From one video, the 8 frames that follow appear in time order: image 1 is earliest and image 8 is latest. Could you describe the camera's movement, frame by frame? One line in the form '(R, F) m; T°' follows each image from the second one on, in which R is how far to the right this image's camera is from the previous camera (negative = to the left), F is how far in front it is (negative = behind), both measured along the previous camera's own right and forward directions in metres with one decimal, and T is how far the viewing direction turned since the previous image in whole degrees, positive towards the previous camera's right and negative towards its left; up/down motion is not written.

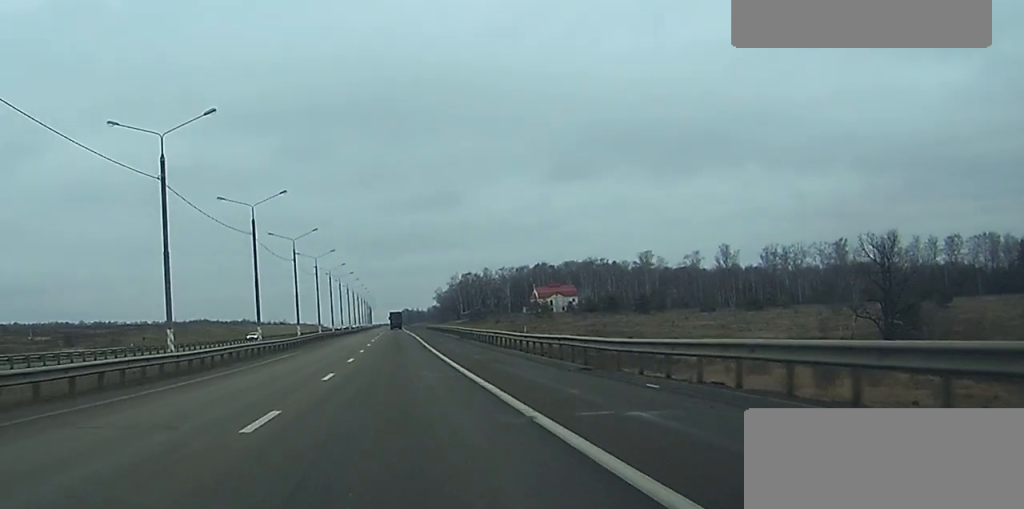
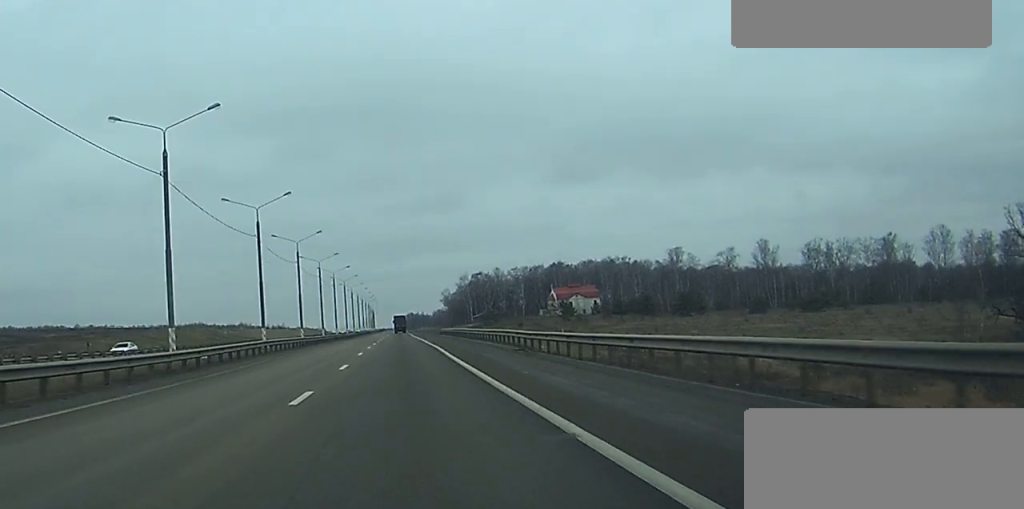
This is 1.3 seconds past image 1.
(0.0, +32.1) m; 0°
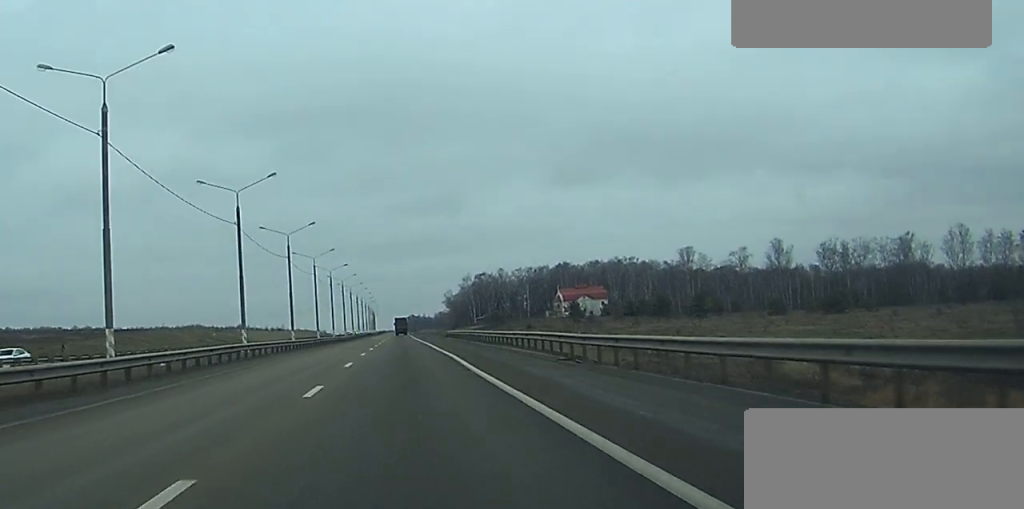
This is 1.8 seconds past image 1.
(0.0, +10.5) m; 0°
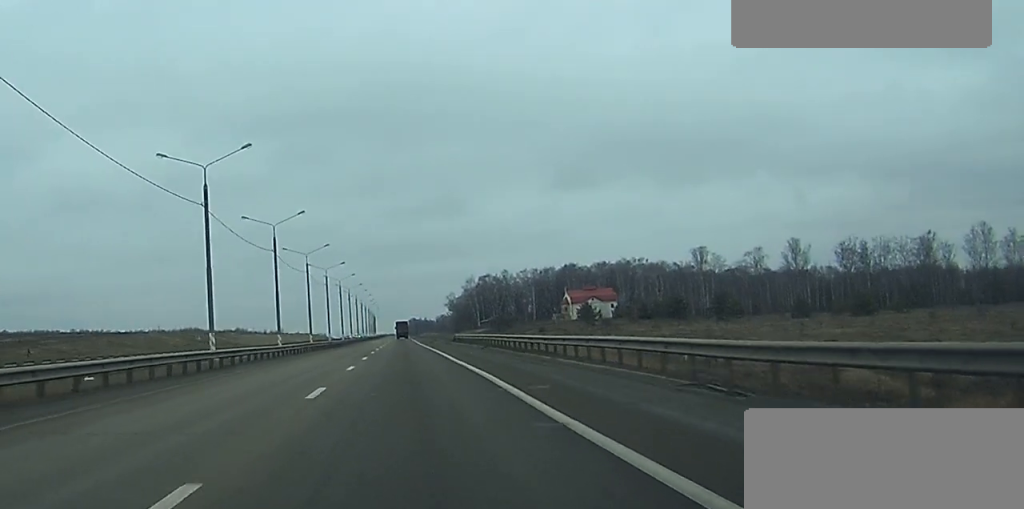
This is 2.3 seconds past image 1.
(0.0, +12.1) m; 0°
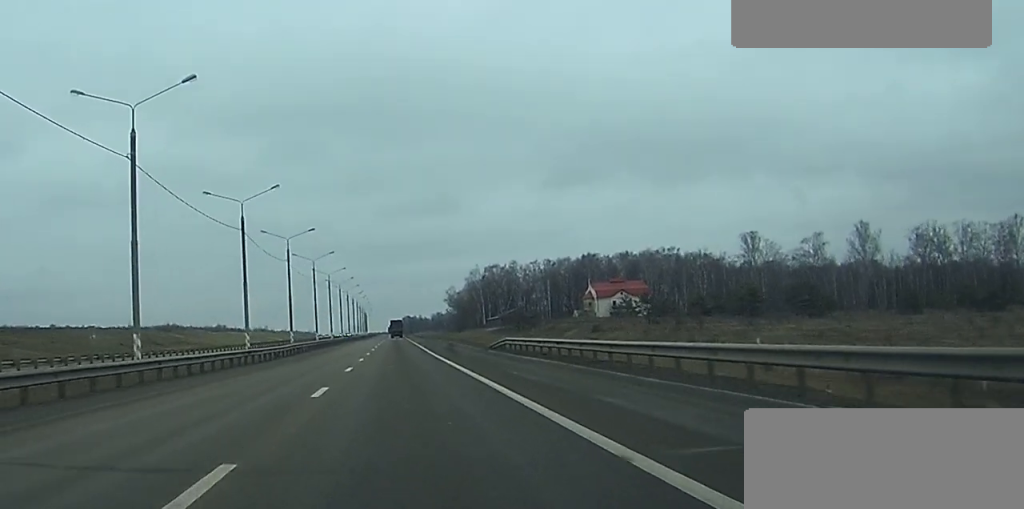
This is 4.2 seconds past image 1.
(-0.1, +46.3) m; 0°
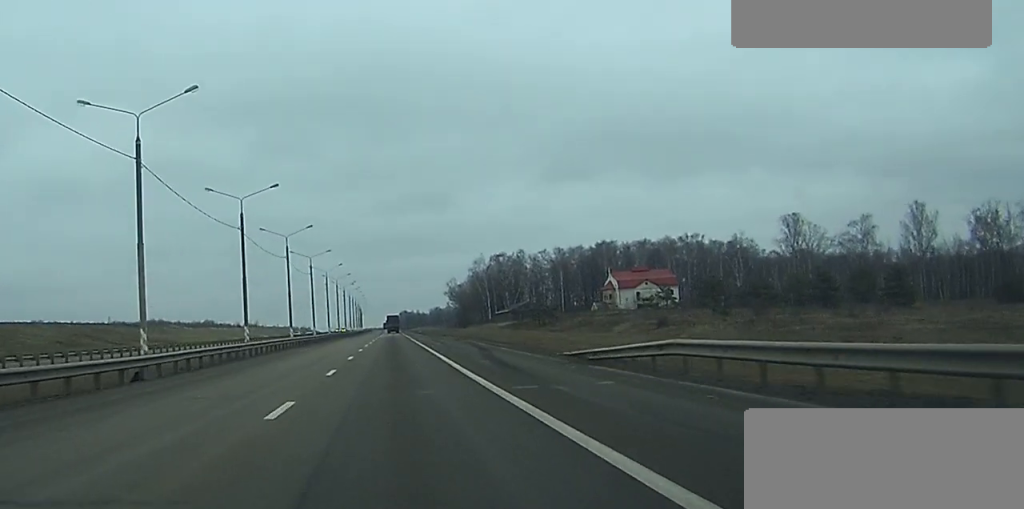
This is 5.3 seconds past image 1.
(0.0, +28.8) m; 0°
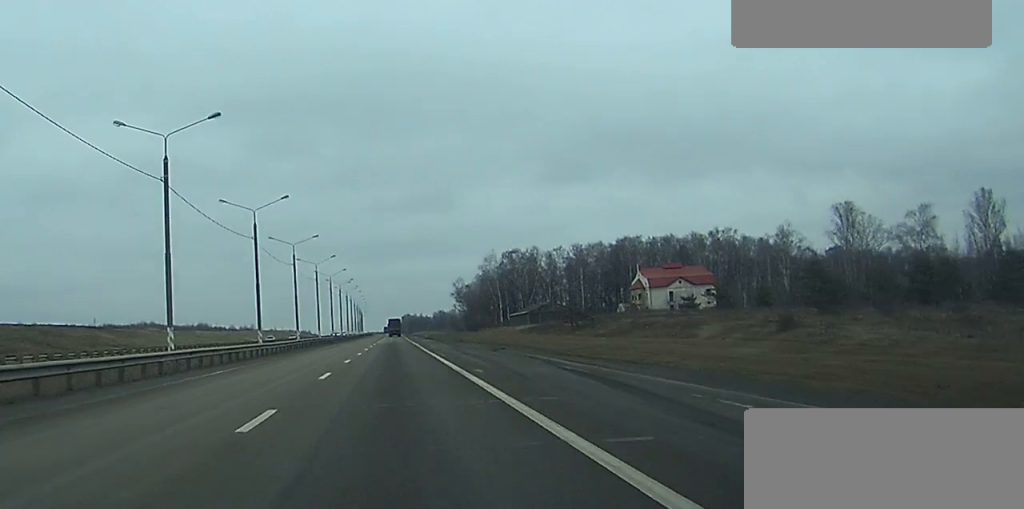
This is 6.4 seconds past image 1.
(+0.1, +25.8) m; 0°
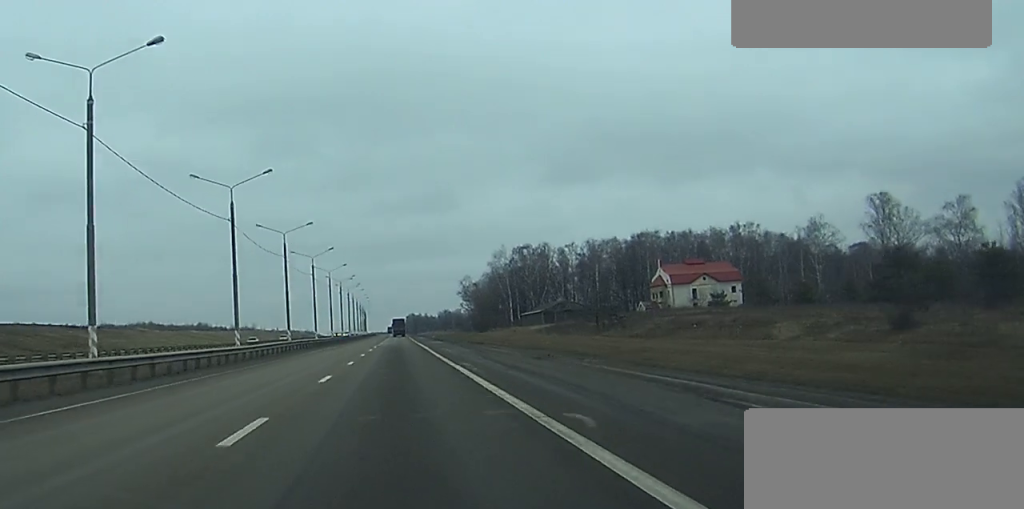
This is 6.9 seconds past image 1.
(0.0, +13.4) m; 0°
